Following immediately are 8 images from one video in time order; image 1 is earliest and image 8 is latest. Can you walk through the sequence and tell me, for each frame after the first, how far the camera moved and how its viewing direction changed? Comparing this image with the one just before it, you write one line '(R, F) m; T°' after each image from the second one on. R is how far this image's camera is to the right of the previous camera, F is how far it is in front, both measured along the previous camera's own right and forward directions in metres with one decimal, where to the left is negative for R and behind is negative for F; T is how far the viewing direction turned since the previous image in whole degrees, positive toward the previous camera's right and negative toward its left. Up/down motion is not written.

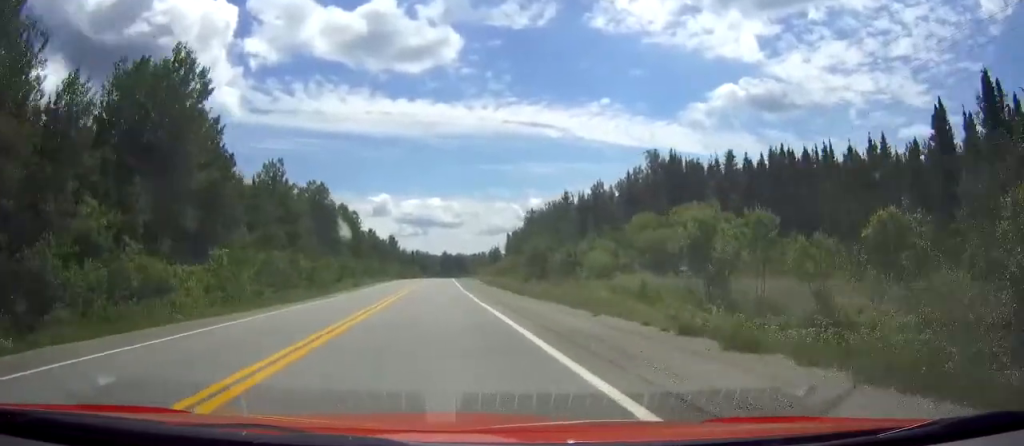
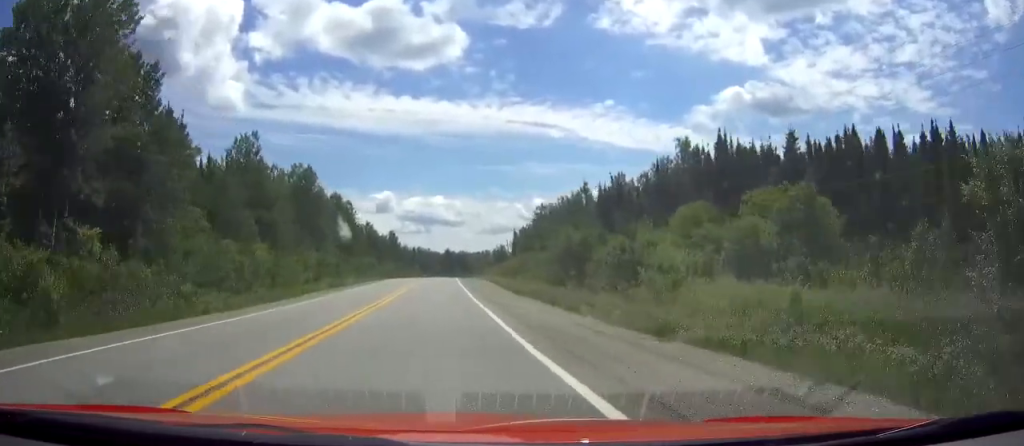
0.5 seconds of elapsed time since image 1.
(0.0, +14.8) m; 0°
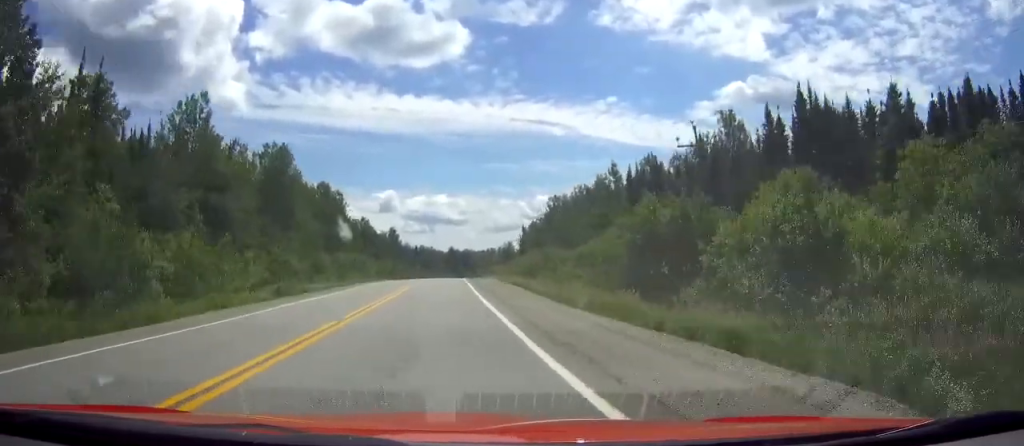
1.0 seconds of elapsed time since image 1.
(0.0, +18.0) m; 0°
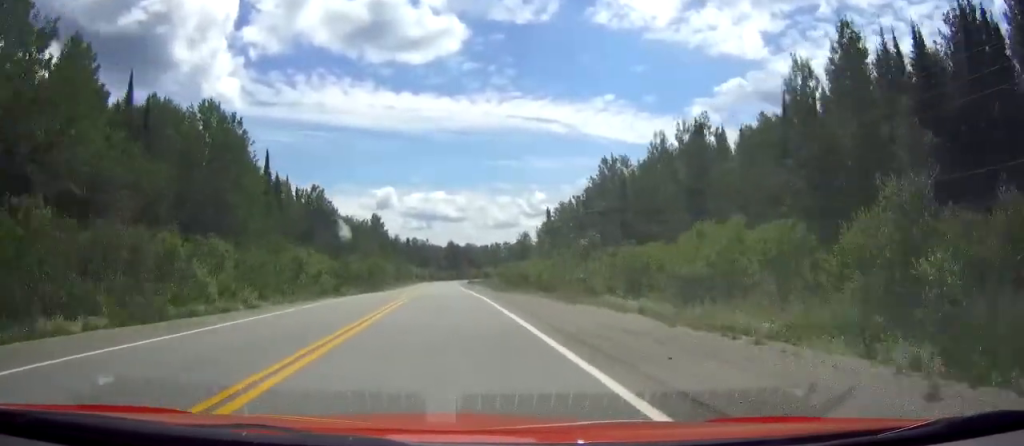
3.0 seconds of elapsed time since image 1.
(-0.1, +61.6) m; 0°
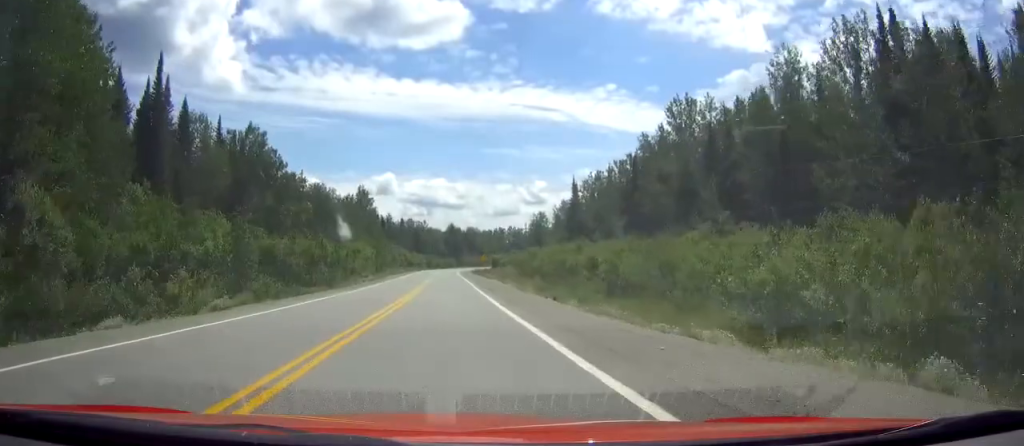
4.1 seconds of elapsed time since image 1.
(0.0, +37.2) m; 0°
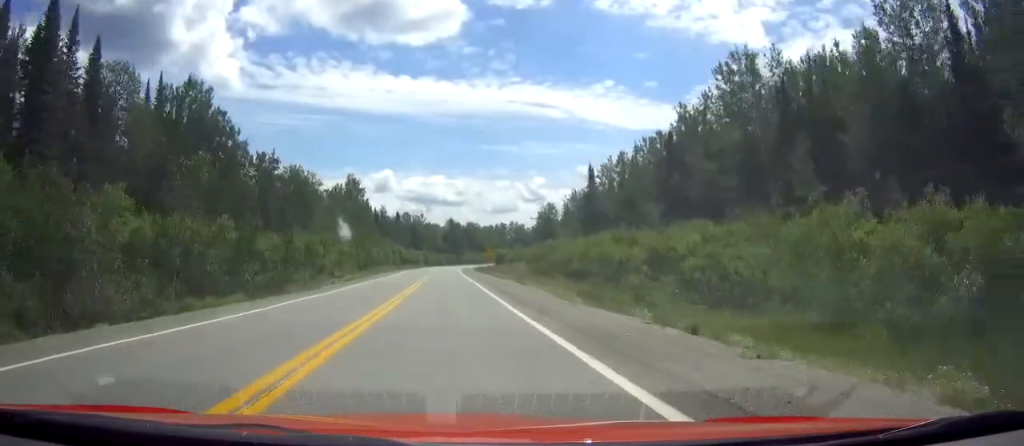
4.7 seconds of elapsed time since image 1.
(0.0, +18.1) m; 0°
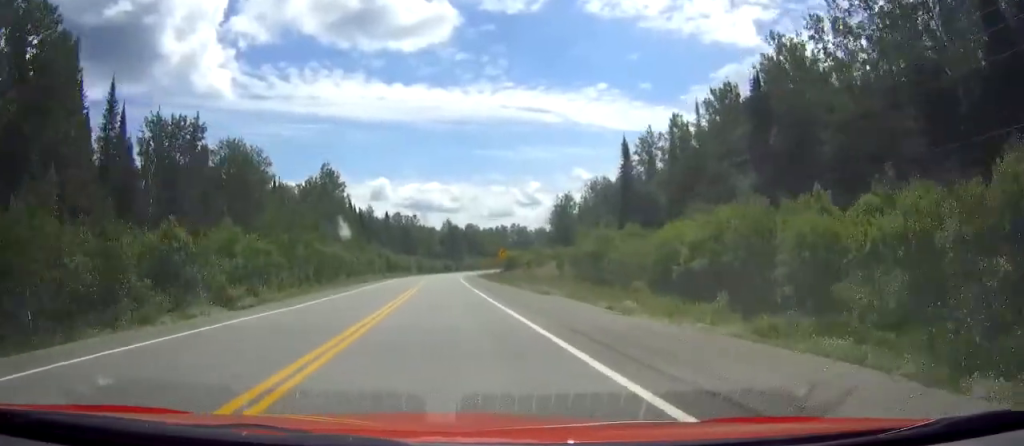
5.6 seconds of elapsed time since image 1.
(0.0, +28.6) m; 0°
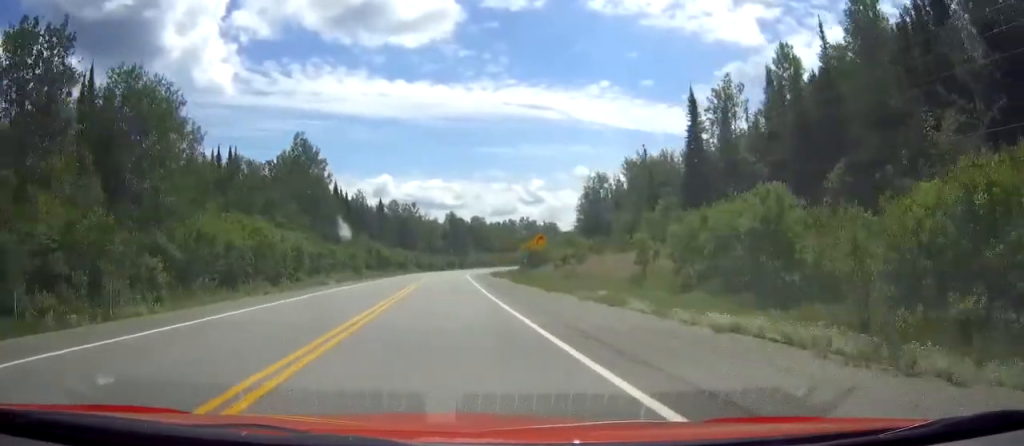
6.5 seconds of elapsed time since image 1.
(0.0, +27.5) m; 0°
